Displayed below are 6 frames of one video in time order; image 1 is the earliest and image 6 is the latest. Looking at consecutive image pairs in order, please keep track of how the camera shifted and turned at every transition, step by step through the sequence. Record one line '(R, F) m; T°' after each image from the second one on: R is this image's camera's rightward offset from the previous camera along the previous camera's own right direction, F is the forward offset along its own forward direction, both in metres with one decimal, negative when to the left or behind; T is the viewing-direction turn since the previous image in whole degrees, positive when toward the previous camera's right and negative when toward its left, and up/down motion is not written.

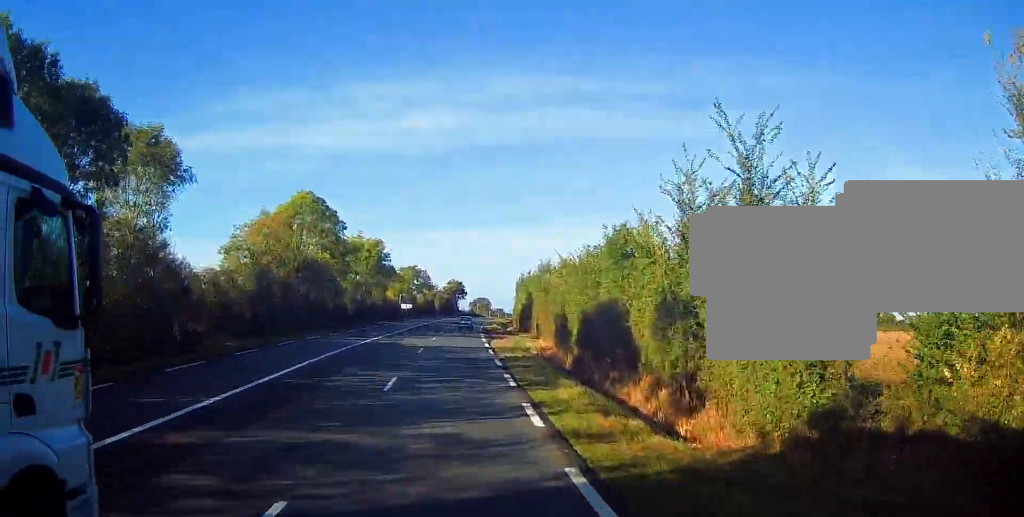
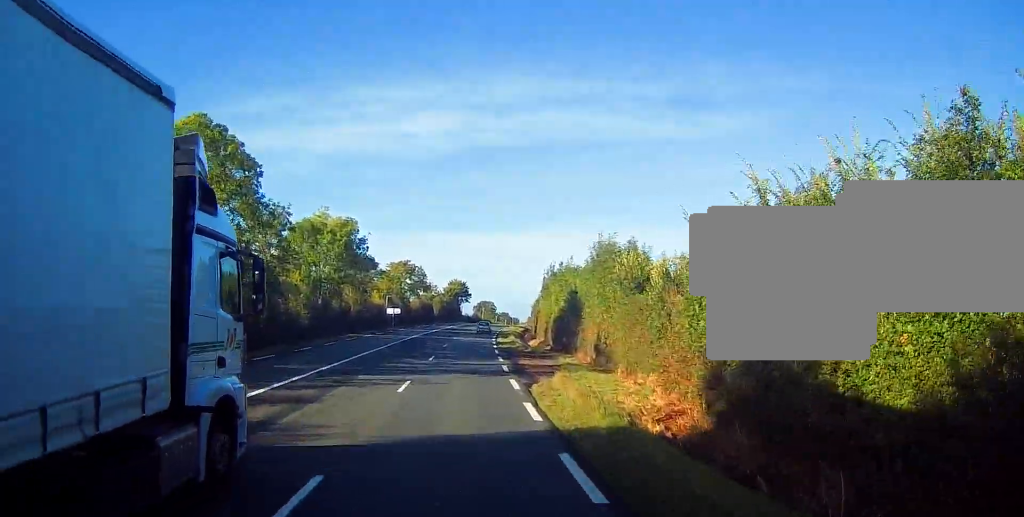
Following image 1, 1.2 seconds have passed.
(0.0, +24.9) m; 0°
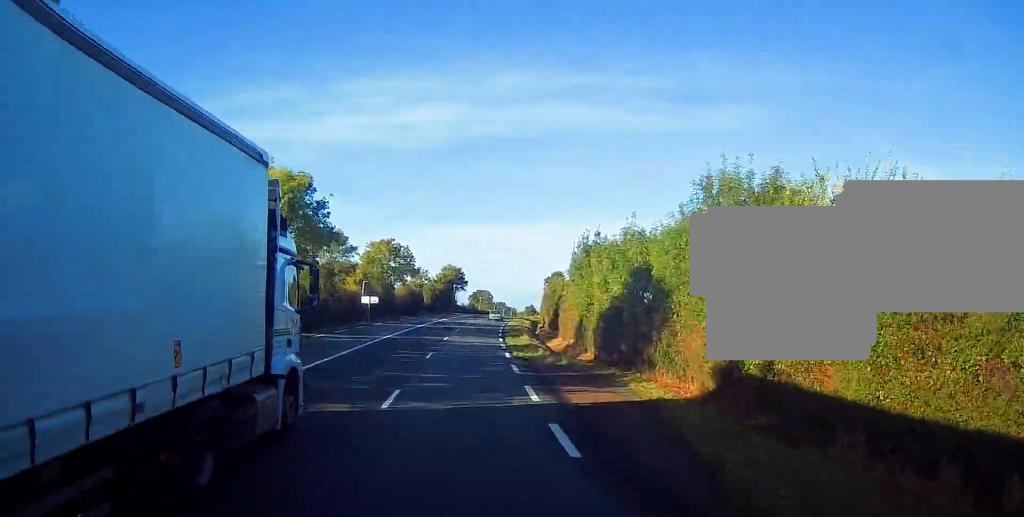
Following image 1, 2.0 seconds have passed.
(+0.1, +17.8) m; +1°
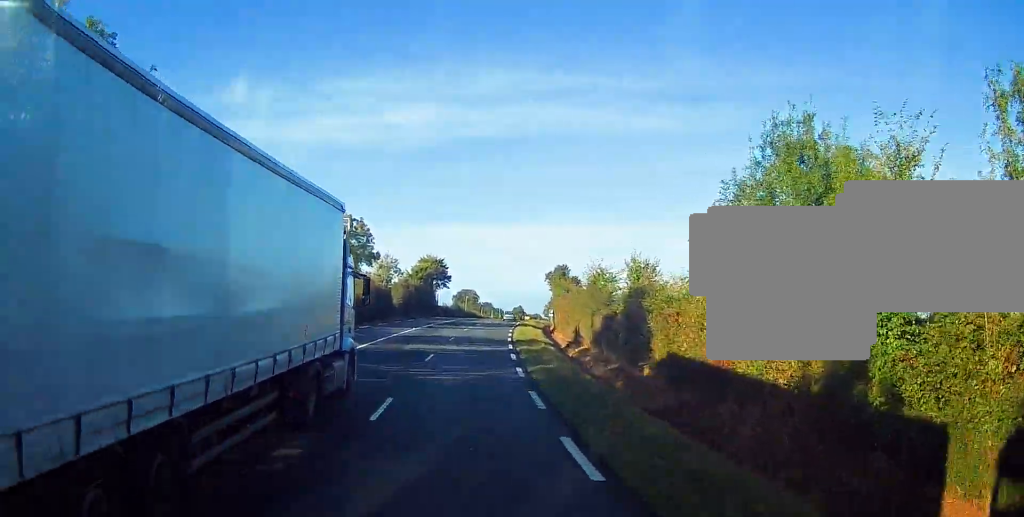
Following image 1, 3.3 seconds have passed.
(+0.4, +28.0) m; +2°
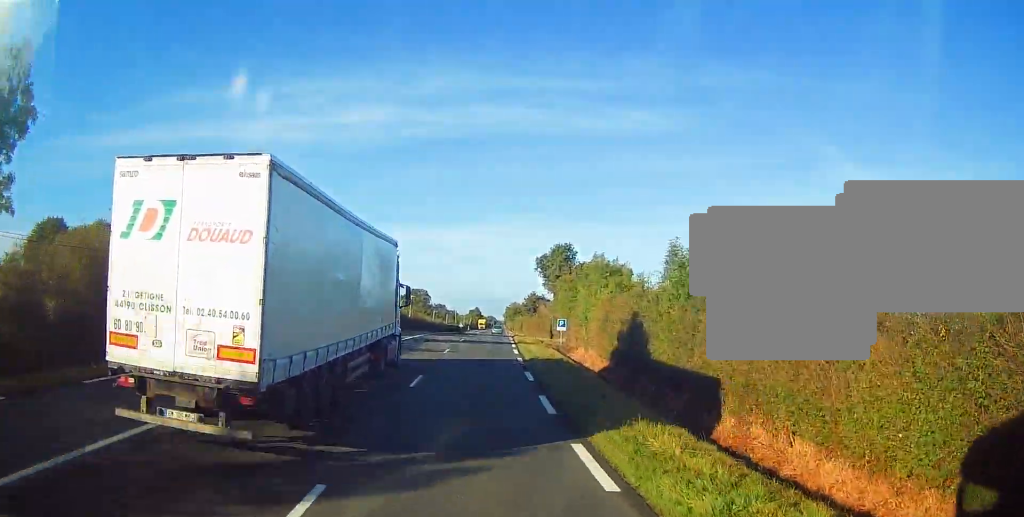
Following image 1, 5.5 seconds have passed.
(+0.6, +46.9) m; +2°
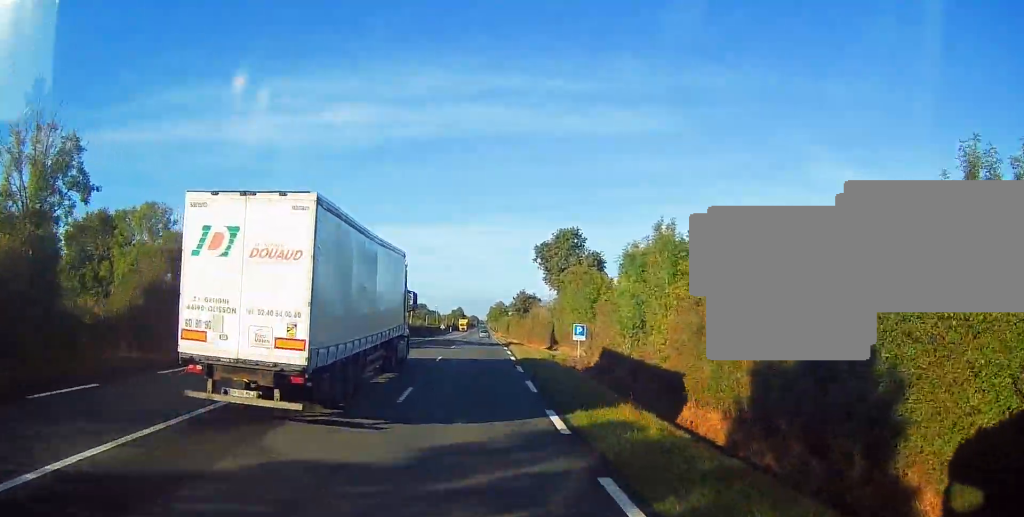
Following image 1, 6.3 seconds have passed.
(+0.4, +15.4) m; +2°
